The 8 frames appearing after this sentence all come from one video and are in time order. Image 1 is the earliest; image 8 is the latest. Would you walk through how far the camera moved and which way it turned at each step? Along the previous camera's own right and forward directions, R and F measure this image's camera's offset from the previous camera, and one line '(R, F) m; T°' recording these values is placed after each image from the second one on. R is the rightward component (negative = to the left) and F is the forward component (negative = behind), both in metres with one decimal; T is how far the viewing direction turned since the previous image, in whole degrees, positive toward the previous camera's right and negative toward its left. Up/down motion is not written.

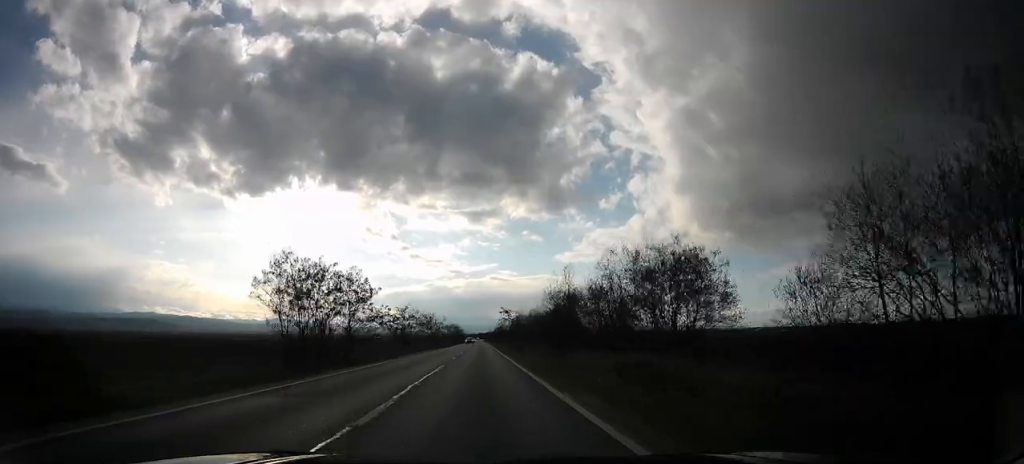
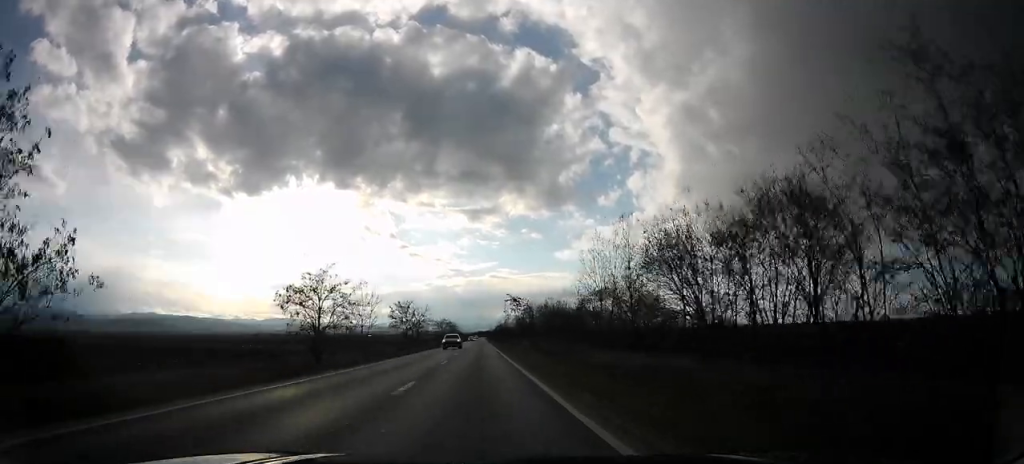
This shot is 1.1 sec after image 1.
(0.0, +32.3) m; +1°
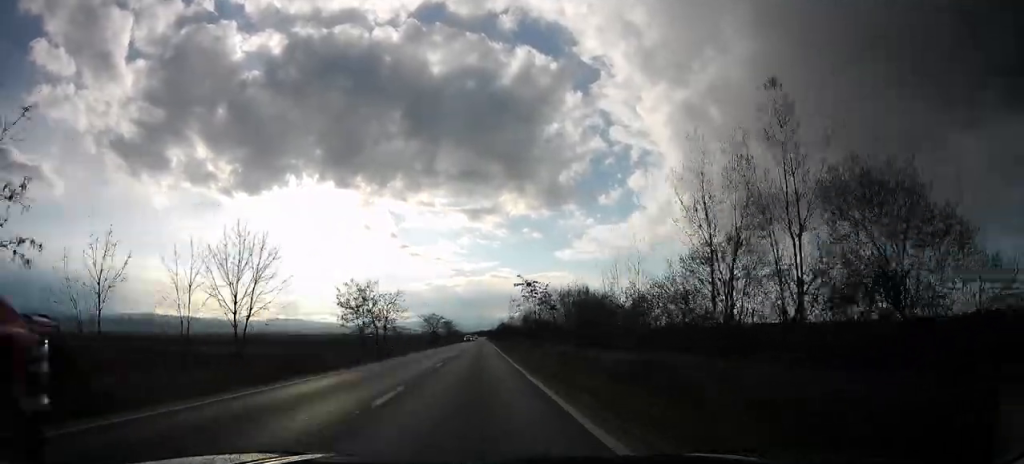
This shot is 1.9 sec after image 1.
(+0.3, +25.6) m; 0°
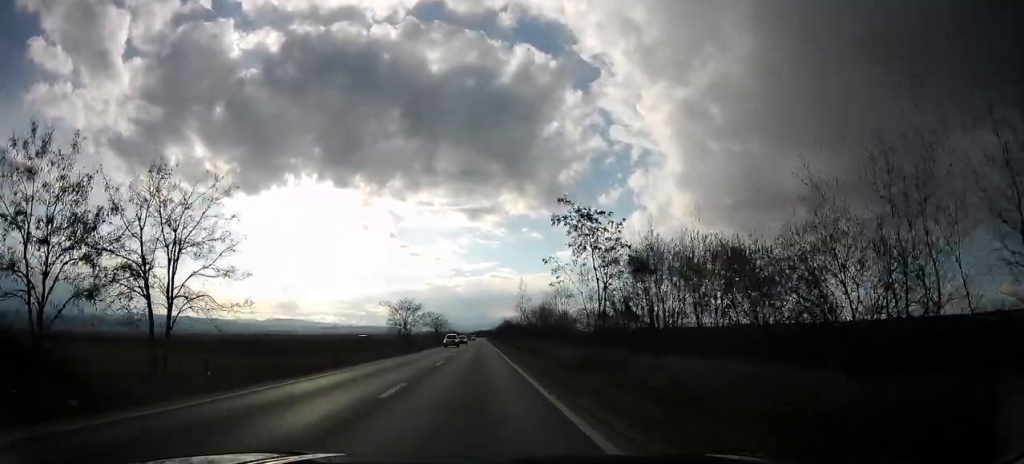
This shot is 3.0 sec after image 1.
(-0.2, +35.3) m; -1°
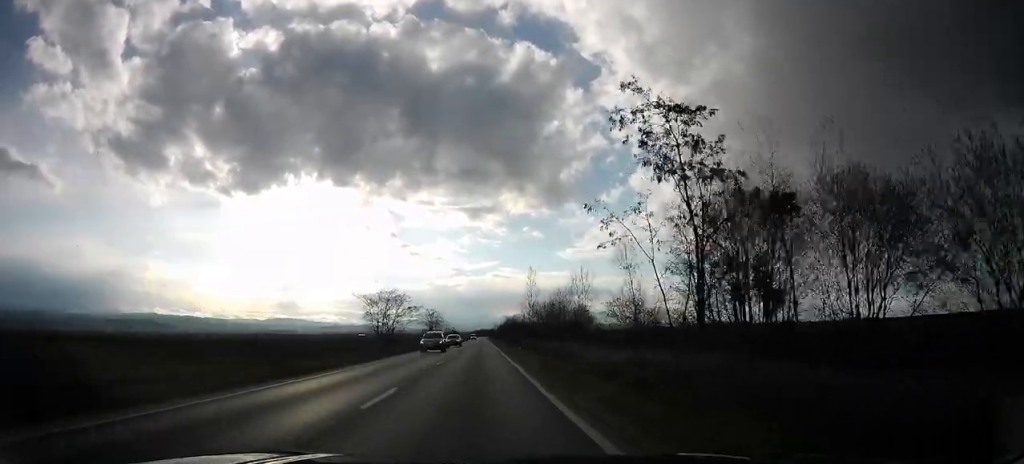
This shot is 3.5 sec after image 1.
(0.0, +13.7) m; 0°
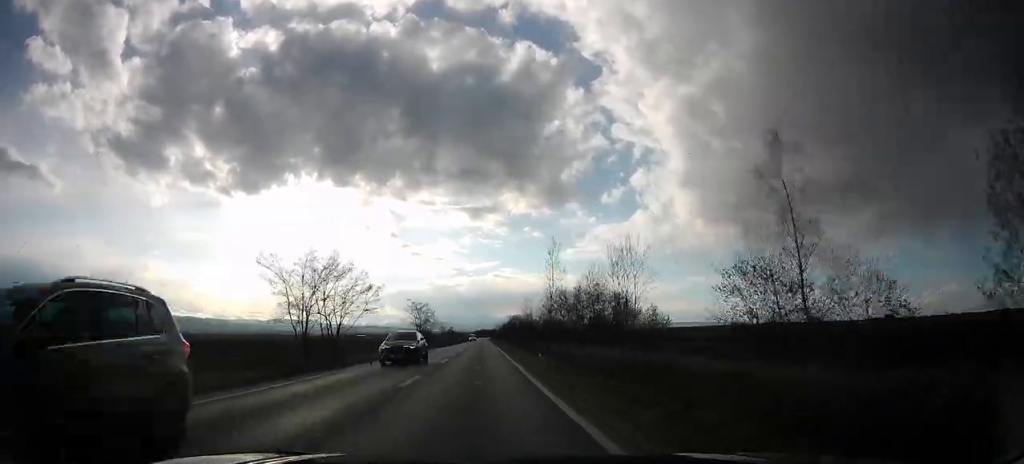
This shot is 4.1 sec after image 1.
(+0.1, +21.1) m; -1°
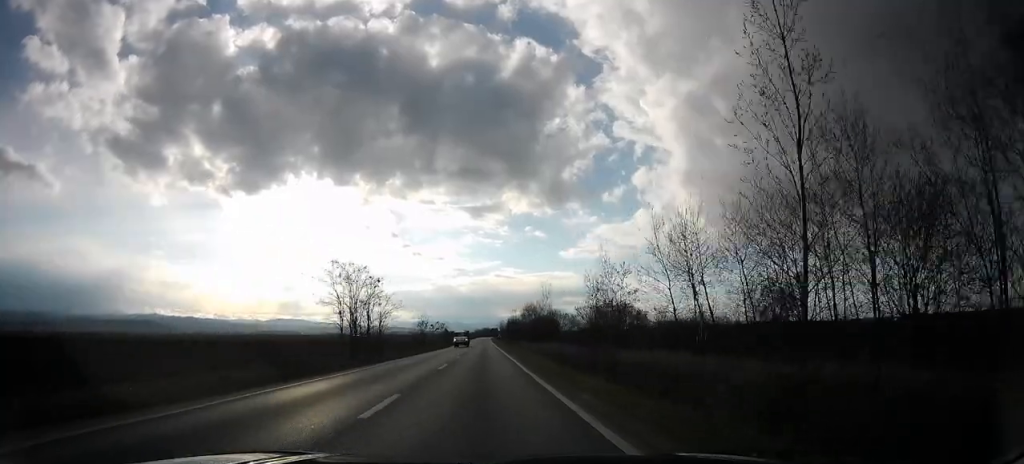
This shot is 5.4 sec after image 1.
(-0.7, +41.5) m; -1°
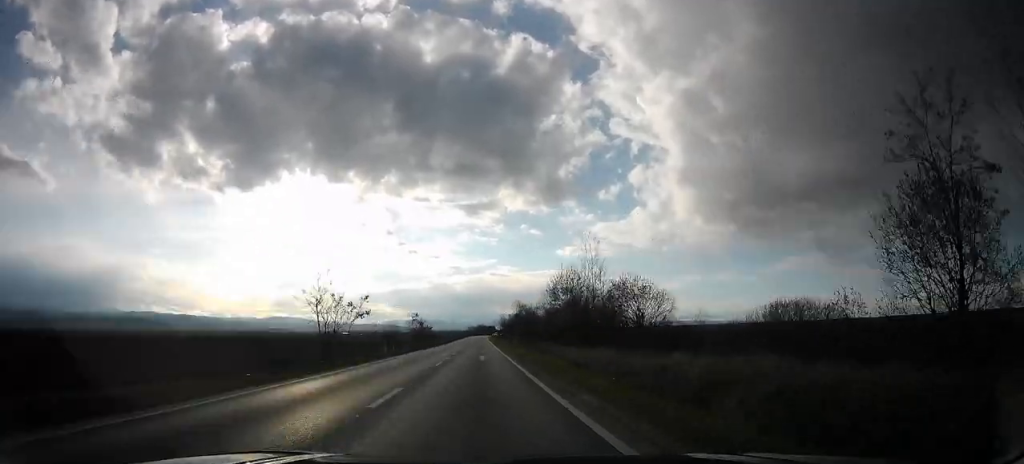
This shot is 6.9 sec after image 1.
(+0.7, +47.7) m; +1°
